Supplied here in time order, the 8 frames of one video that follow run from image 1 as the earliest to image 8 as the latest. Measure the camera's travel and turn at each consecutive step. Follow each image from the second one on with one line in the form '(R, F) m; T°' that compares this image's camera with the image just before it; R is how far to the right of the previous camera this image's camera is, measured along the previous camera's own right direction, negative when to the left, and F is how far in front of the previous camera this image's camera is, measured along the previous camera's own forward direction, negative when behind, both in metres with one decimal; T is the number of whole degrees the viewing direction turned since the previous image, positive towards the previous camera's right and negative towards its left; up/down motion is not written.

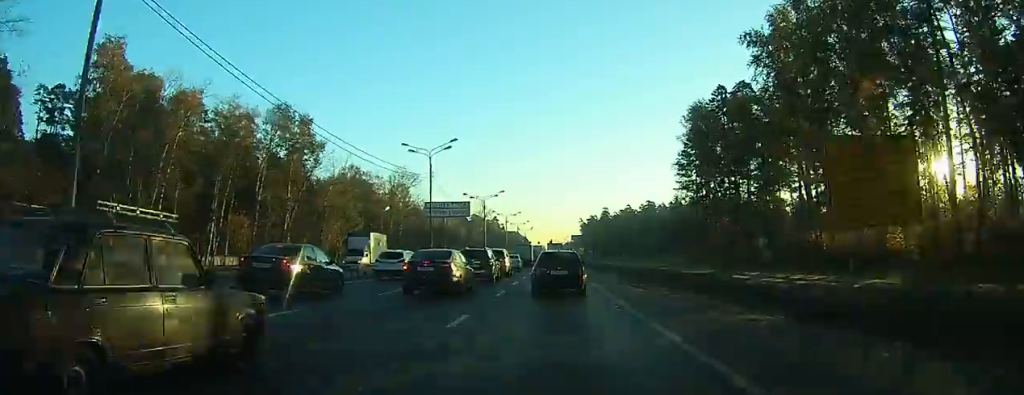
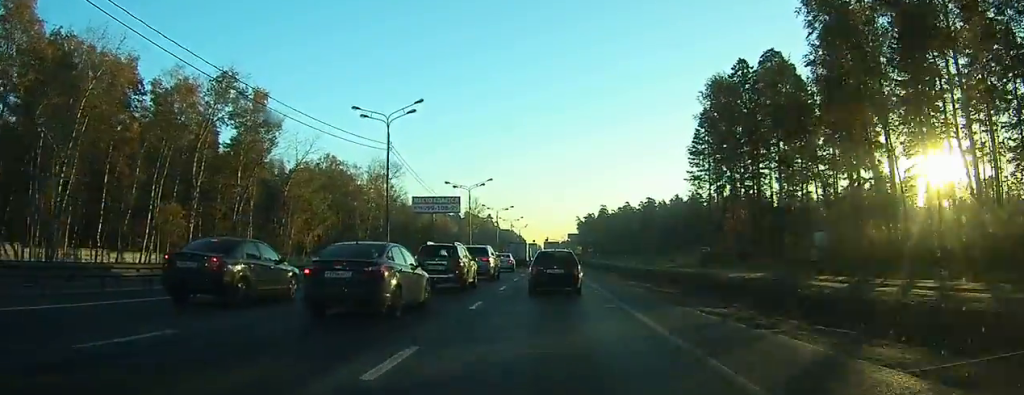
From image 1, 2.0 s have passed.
(+0.1, +12.3) m; +1°
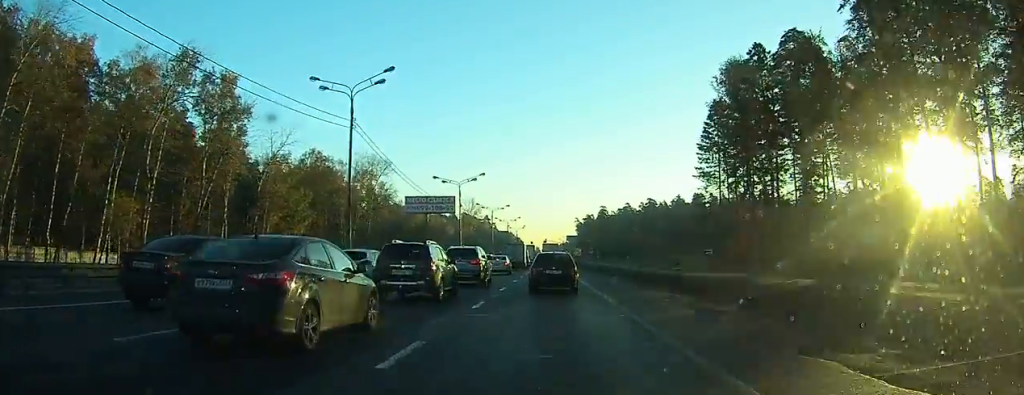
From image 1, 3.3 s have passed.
(+0.1, +7.0) m; 0°
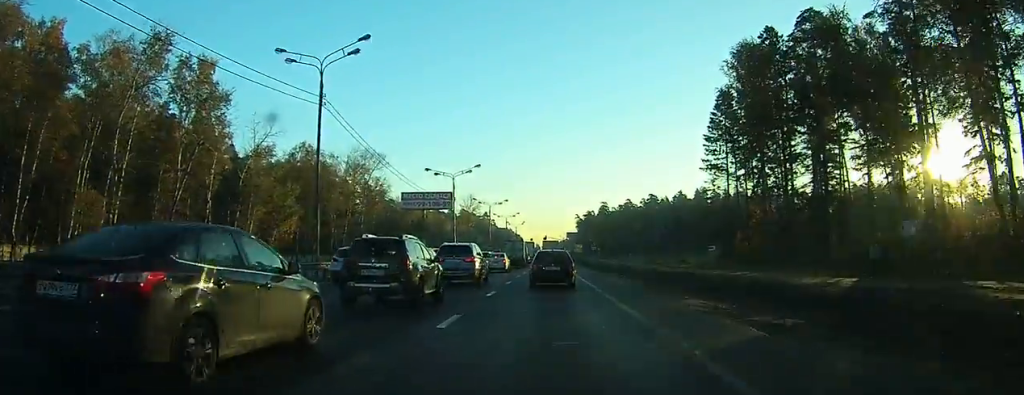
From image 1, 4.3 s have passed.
(0.0, +4.9) m; -1°
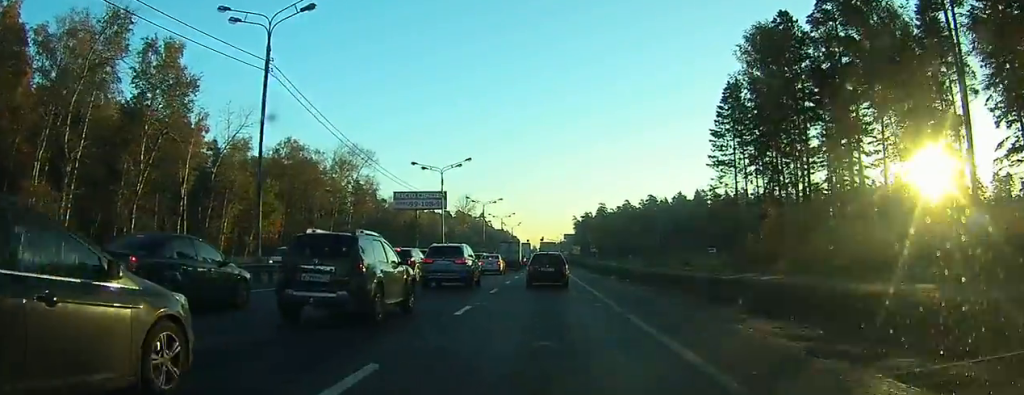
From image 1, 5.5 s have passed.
(0.0, +6.3) m; -1°
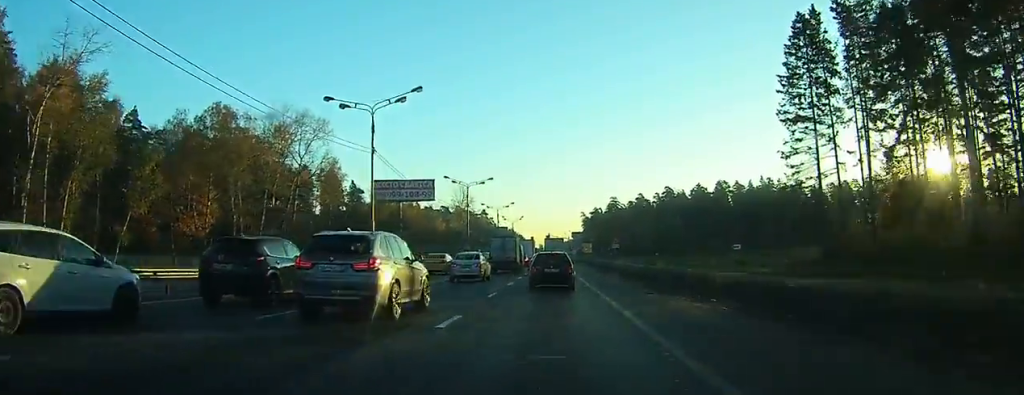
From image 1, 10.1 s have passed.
(-0.2, +25.6) m; 0°
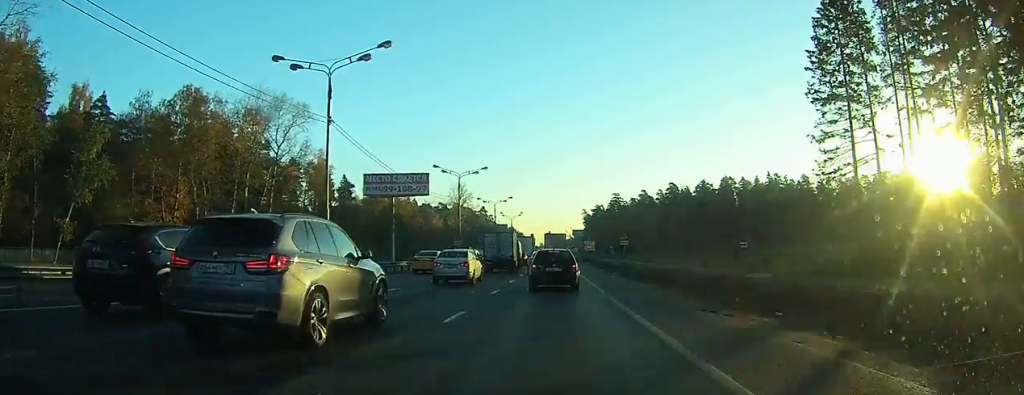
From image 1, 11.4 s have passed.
(-0.1, +6.4) m; 0°
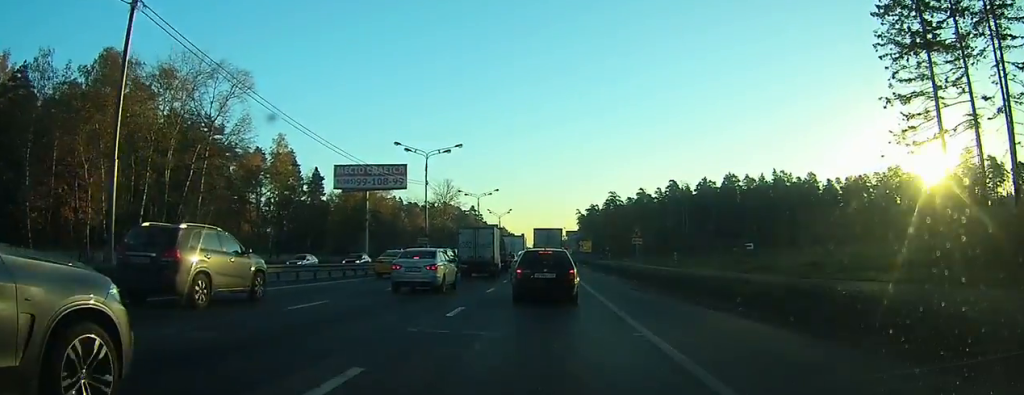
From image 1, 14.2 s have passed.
(+0.2, +13.2) m; +1°
